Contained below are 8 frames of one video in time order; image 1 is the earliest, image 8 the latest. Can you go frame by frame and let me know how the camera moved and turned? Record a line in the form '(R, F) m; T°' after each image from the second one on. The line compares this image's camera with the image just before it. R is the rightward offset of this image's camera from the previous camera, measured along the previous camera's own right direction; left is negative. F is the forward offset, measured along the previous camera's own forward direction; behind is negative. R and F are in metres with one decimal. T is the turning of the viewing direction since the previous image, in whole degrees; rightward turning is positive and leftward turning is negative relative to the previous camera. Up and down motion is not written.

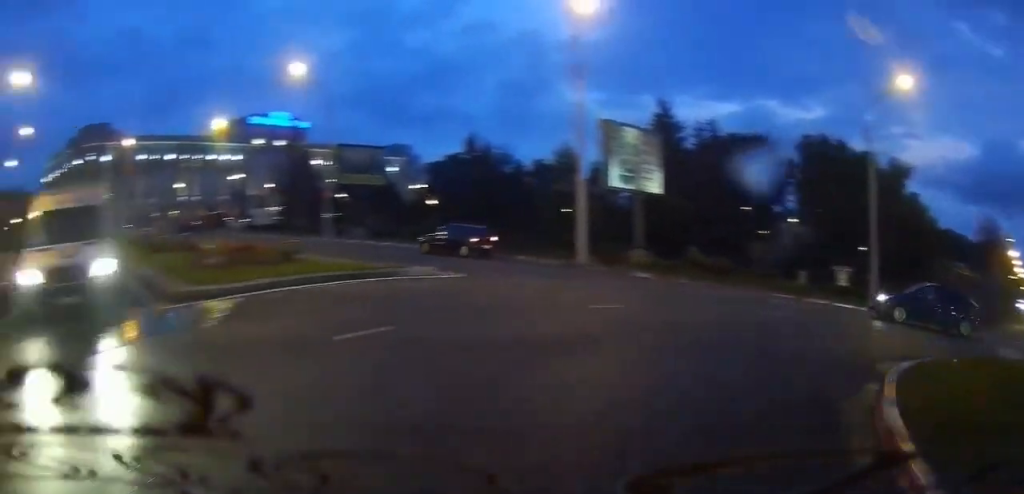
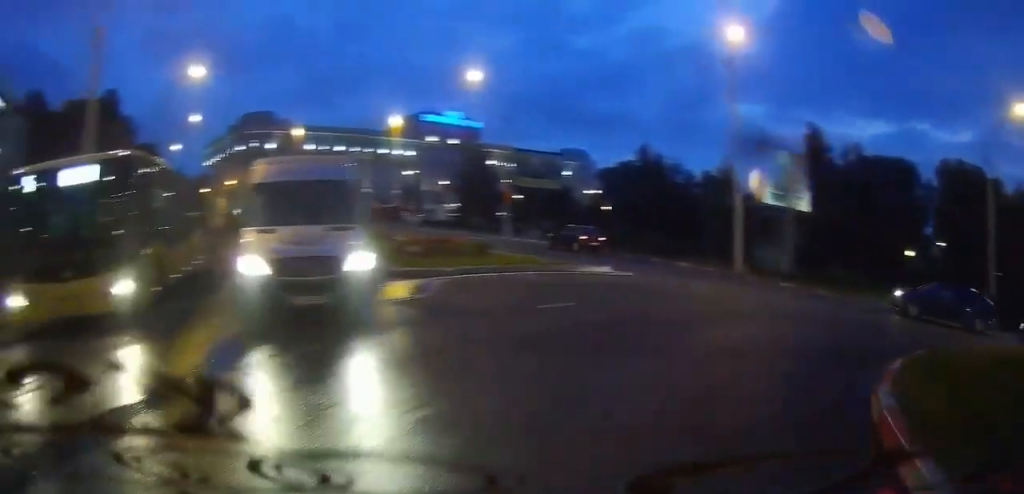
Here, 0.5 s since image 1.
(-0.5, +3.1) m; -21°
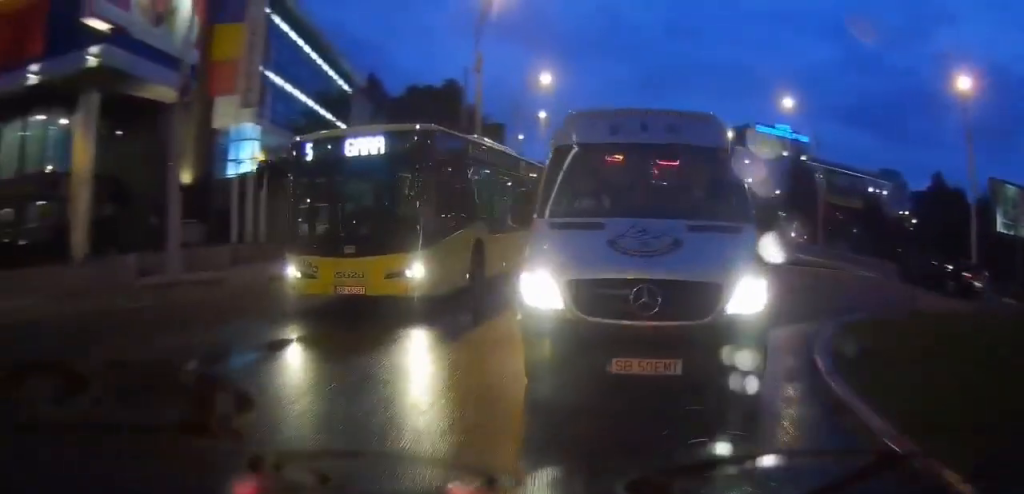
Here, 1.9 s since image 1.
(-2.3, +8.9) m; -16°
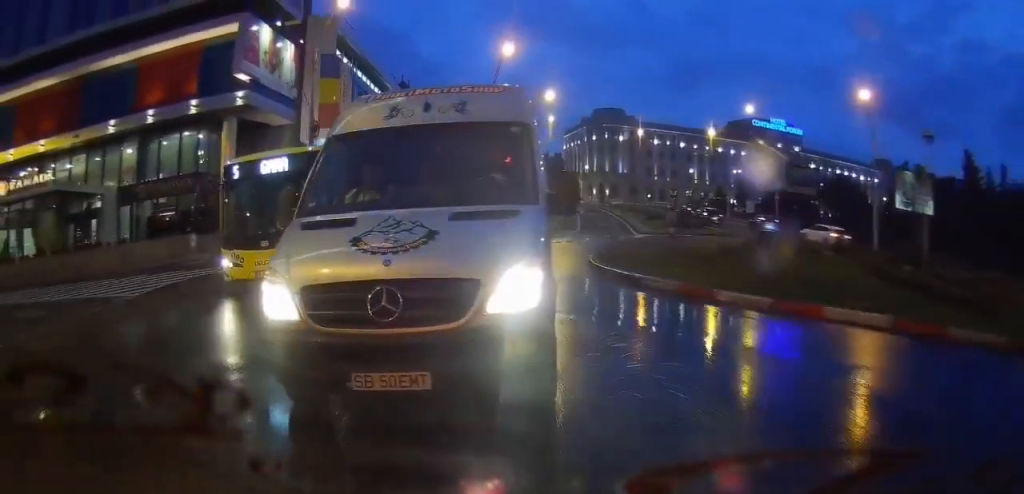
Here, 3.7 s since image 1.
(-0.2, +14.2) m; -1°
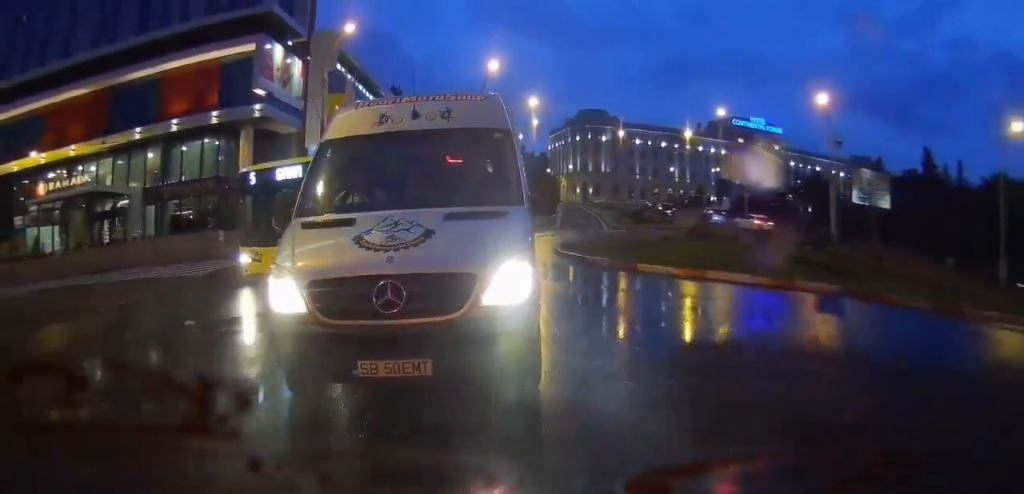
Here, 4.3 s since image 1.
(0.0, +5.1) m; 0°
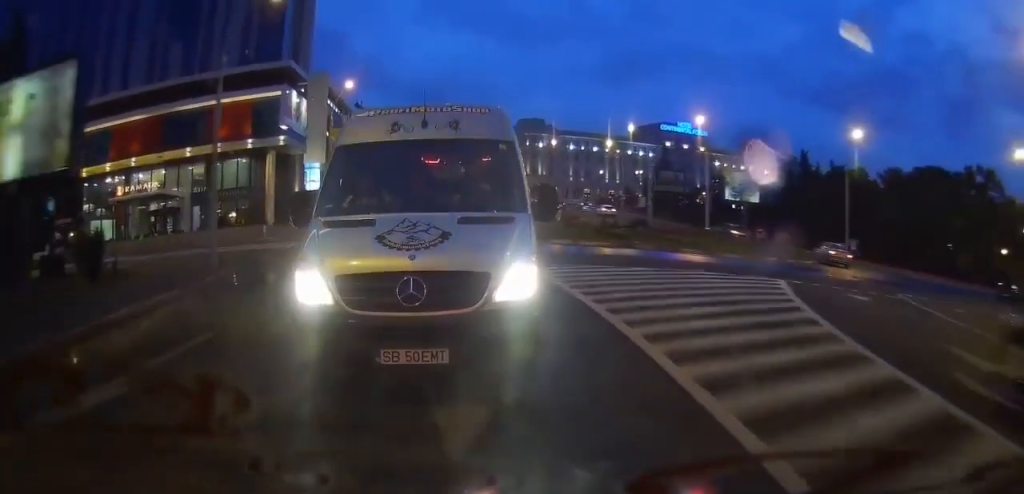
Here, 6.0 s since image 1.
(0.0, +17.9) m; 0°
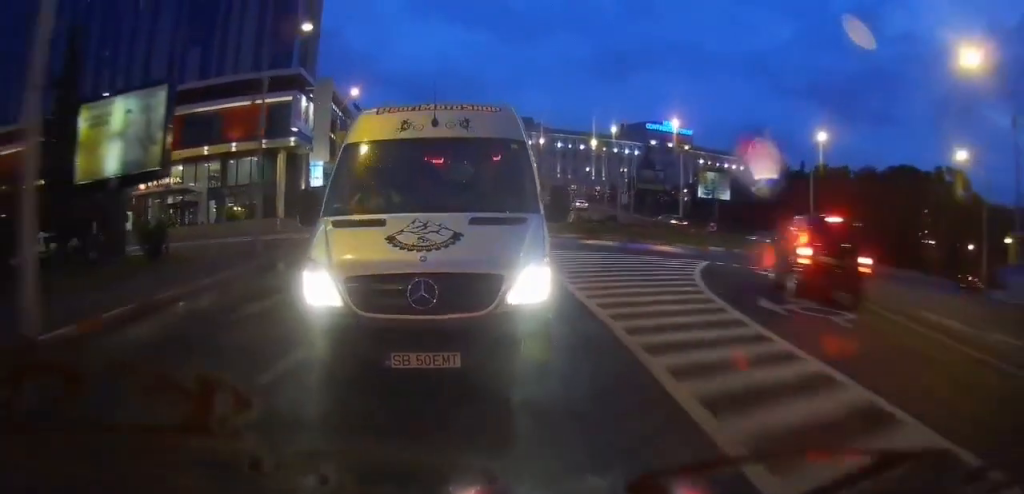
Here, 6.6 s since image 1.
(0.0, +6.2) m; 0°
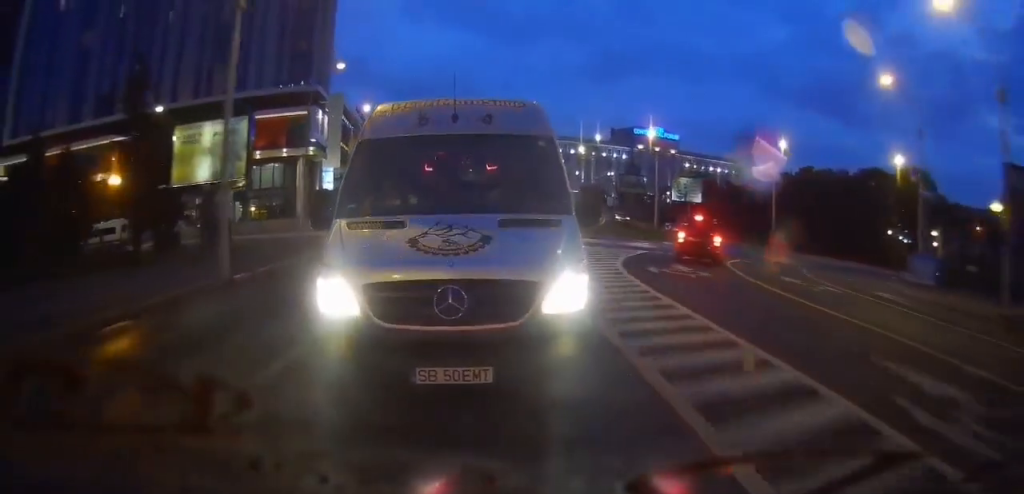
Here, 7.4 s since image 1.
(0.0, +9.0) m; 0°
